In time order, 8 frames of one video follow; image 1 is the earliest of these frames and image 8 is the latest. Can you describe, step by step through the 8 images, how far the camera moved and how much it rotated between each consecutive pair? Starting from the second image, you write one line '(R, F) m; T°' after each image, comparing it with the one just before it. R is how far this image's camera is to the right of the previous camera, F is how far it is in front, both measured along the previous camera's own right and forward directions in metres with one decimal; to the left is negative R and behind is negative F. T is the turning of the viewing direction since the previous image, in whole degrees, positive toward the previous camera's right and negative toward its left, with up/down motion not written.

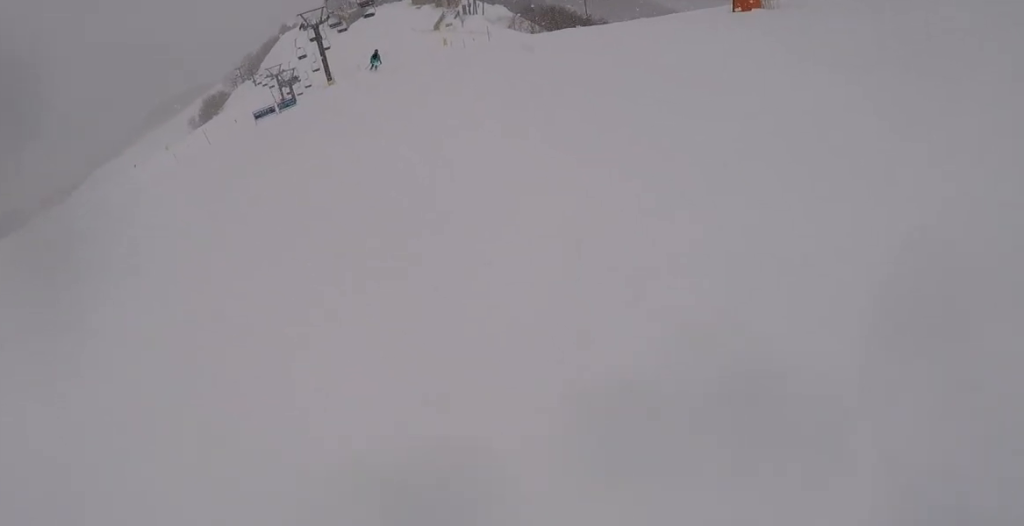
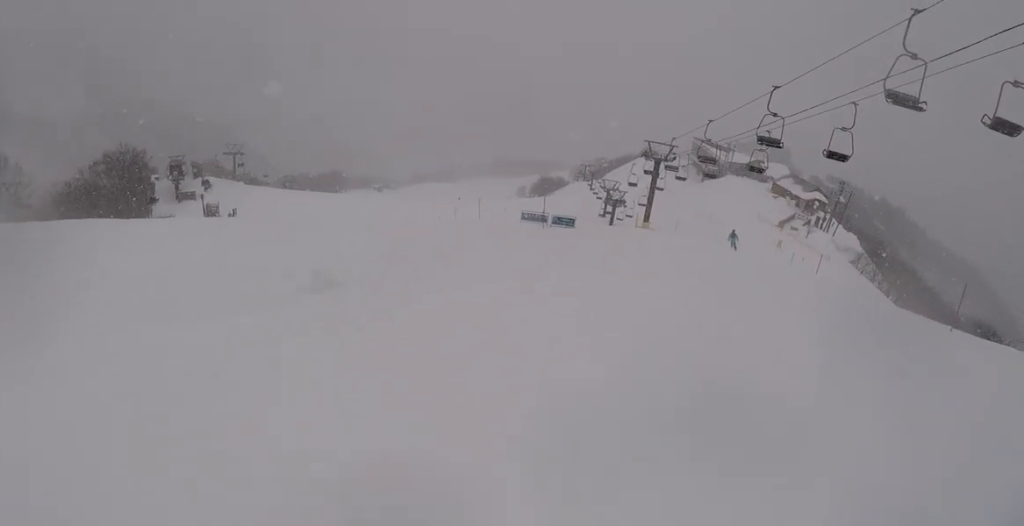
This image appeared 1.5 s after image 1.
(-1.2, +8.1) m; -27°
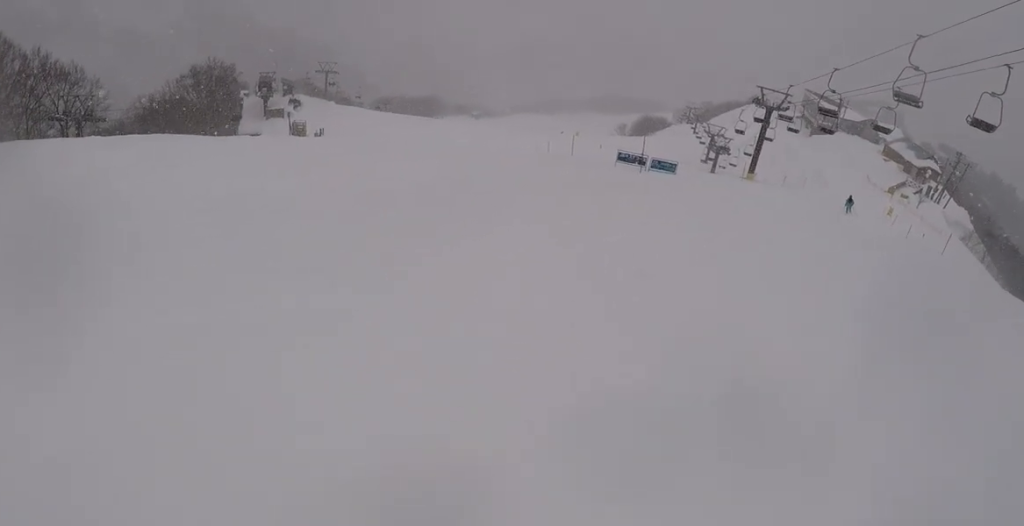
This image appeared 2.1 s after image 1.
(-0.6, +3.0) m; +4°
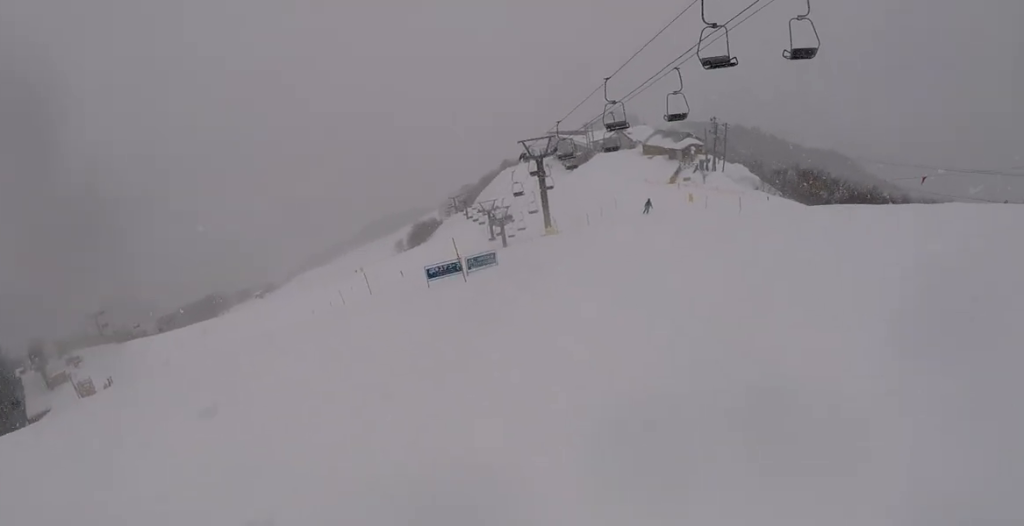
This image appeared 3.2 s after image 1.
(+0.7, +5.6) m; +21°
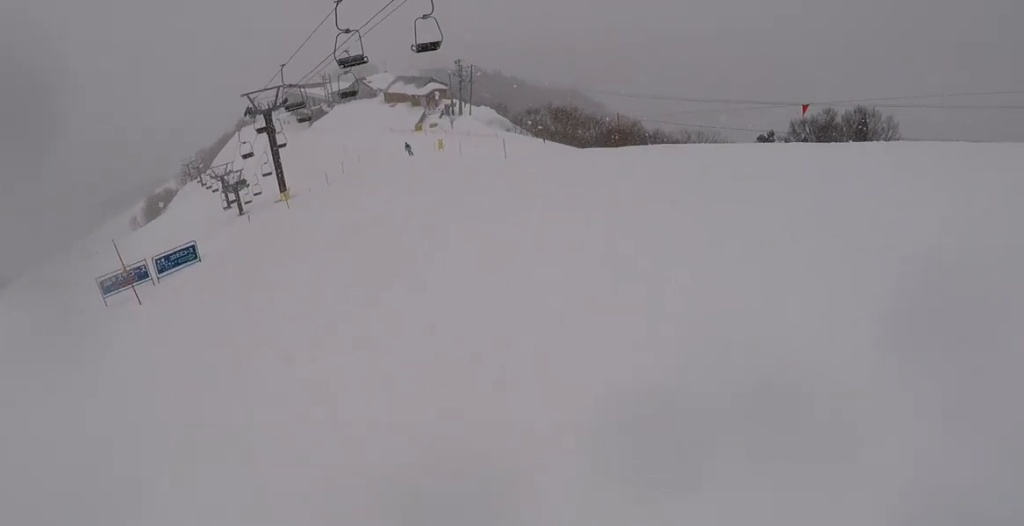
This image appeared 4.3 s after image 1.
(+1.5, +6.4) m; +11°
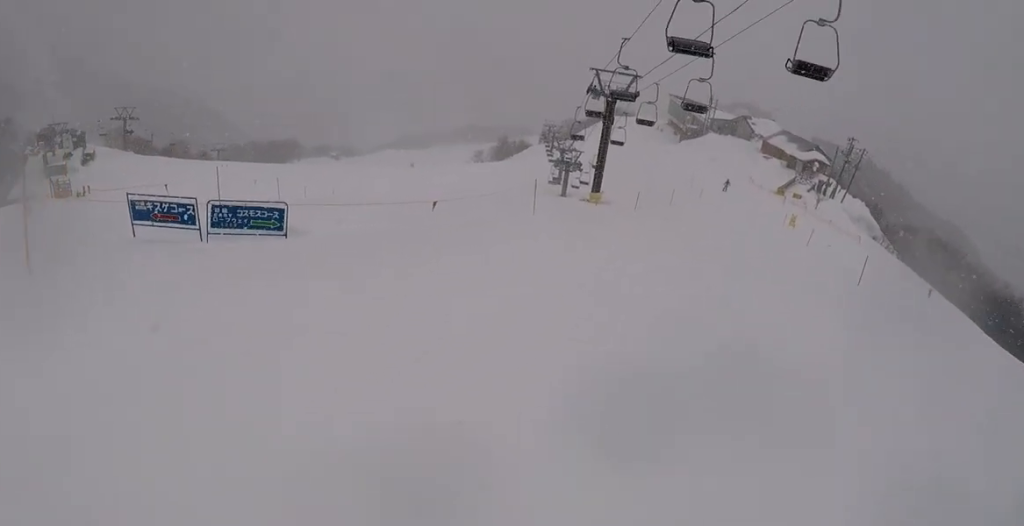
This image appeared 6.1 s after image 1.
(-1.9, +10.4) m; -16°
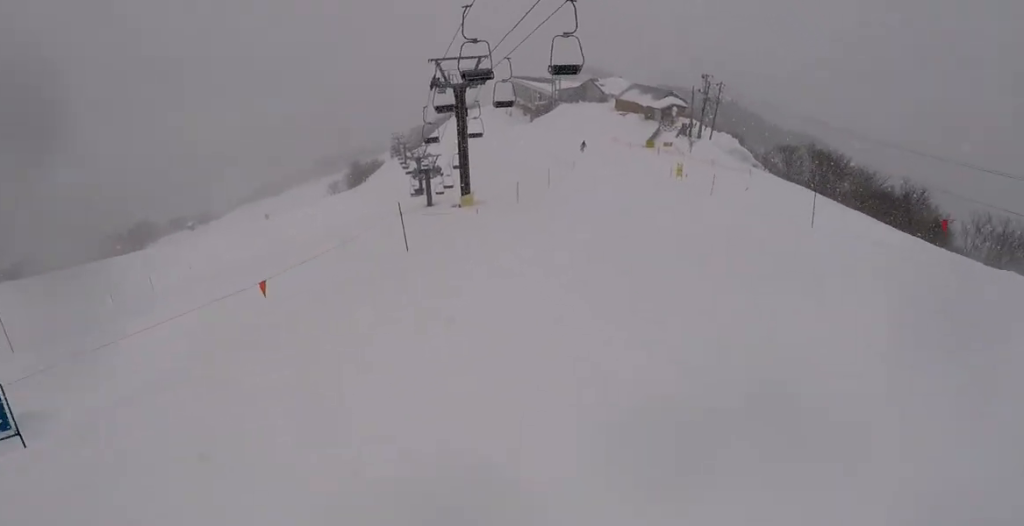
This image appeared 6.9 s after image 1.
(-0.1, +5.2) m; +7°
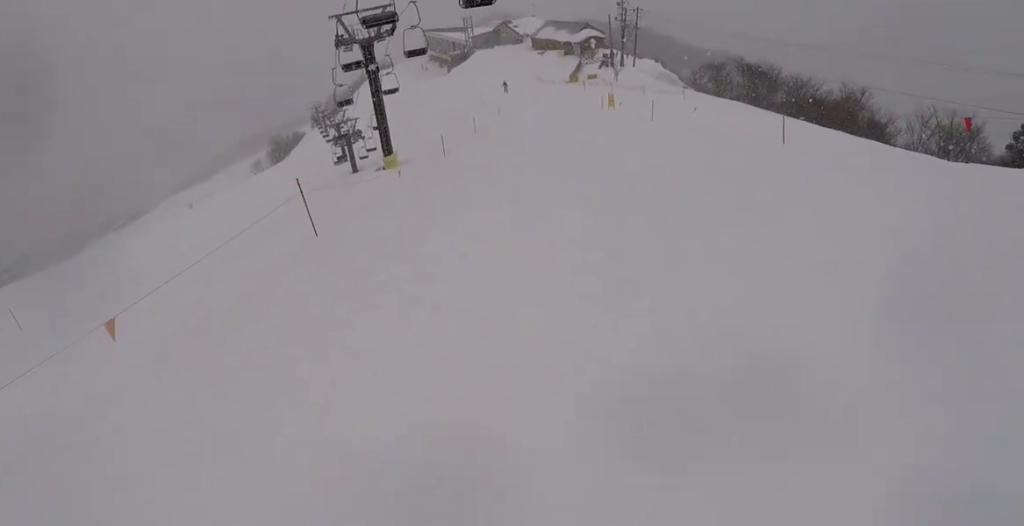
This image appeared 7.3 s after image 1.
(+0.2, +2.7) m; +8°
